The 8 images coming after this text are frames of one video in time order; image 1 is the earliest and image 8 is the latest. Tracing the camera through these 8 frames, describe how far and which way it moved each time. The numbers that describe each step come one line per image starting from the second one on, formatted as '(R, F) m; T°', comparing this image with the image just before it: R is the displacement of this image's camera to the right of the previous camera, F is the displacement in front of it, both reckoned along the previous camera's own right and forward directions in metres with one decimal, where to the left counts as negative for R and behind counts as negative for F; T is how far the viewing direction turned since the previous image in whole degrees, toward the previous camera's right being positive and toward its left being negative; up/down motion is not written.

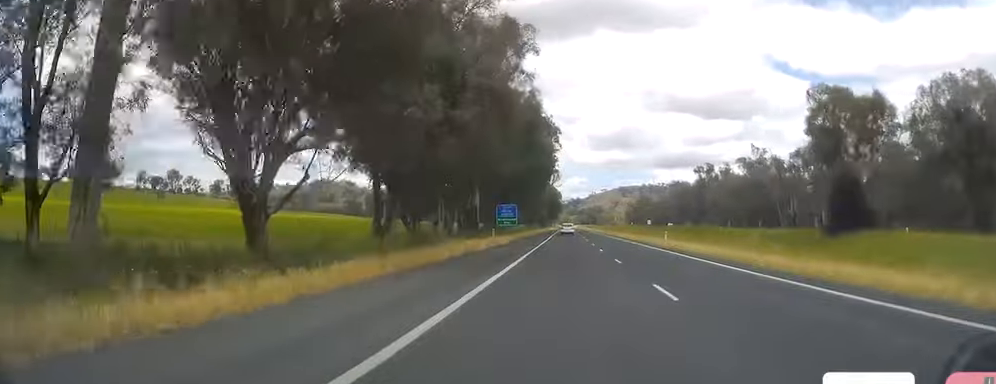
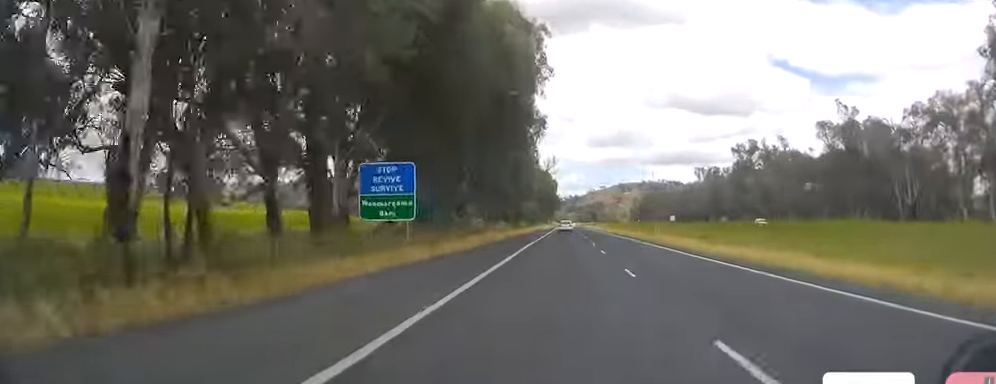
(-0.4, +56.5) m; -1°
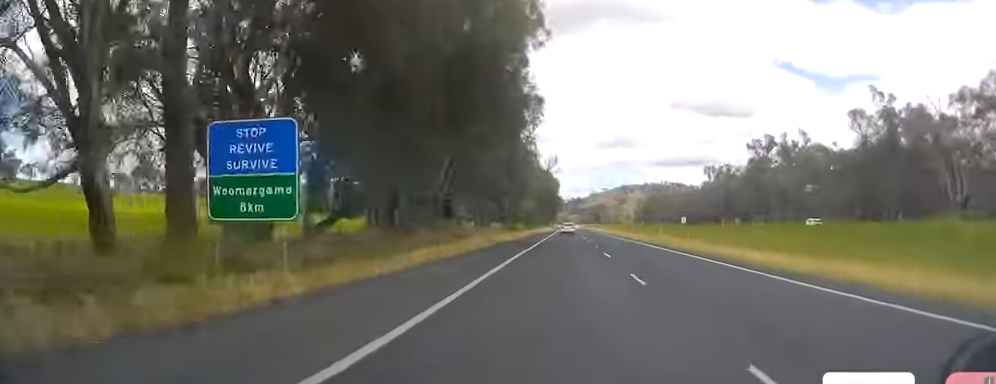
(0.0, +13.4) m; 0°
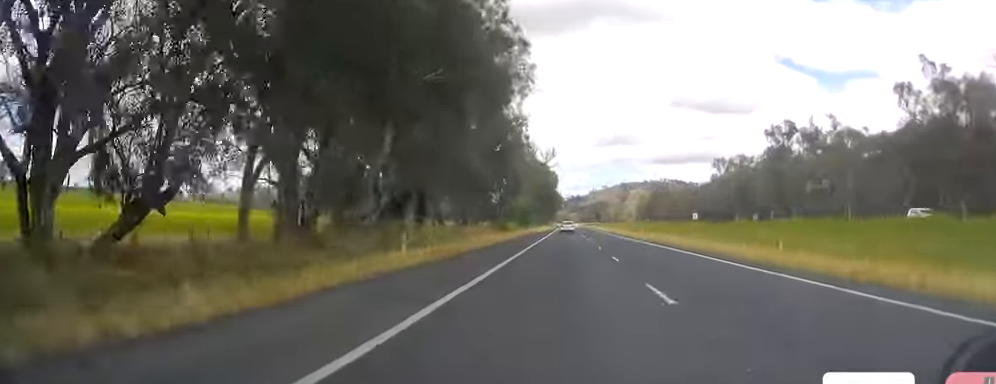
(+0.3, +16.3) m; 0°
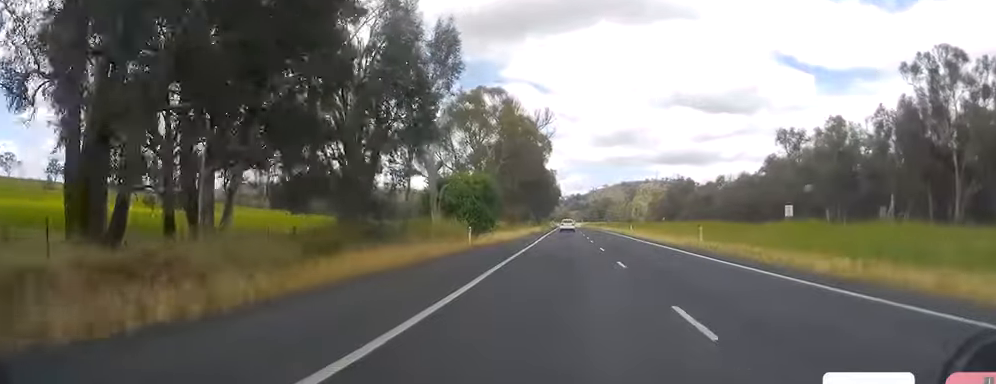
(-0.5, +64.2) m; 0°
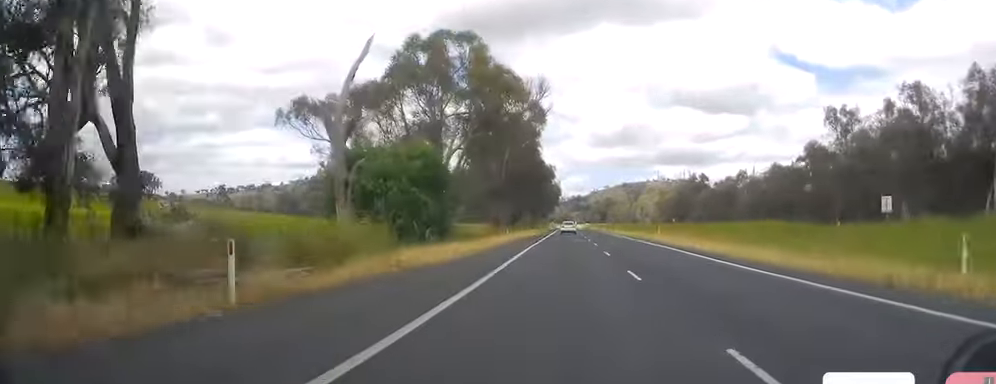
(+0.4, +27.8) m; +1°
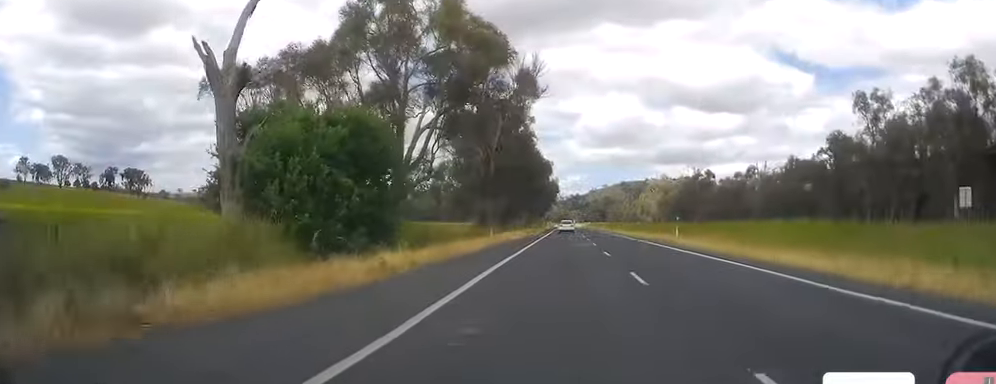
(0.0, +13.5) m; -1°
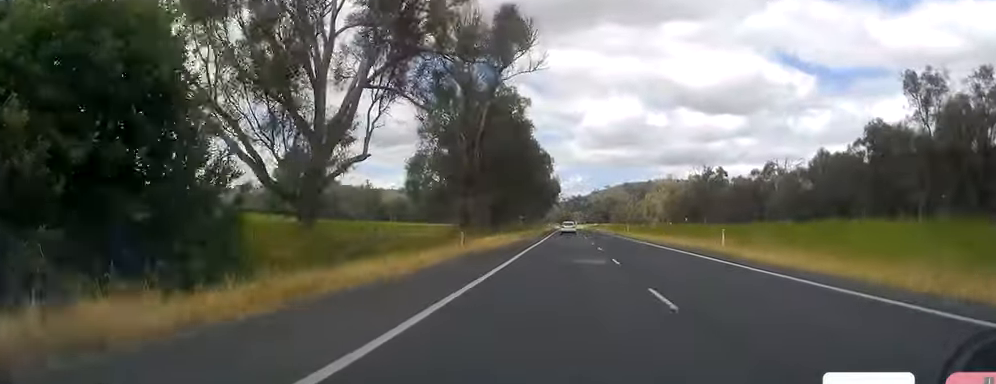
(+0.3, +16.4) m; -1°
